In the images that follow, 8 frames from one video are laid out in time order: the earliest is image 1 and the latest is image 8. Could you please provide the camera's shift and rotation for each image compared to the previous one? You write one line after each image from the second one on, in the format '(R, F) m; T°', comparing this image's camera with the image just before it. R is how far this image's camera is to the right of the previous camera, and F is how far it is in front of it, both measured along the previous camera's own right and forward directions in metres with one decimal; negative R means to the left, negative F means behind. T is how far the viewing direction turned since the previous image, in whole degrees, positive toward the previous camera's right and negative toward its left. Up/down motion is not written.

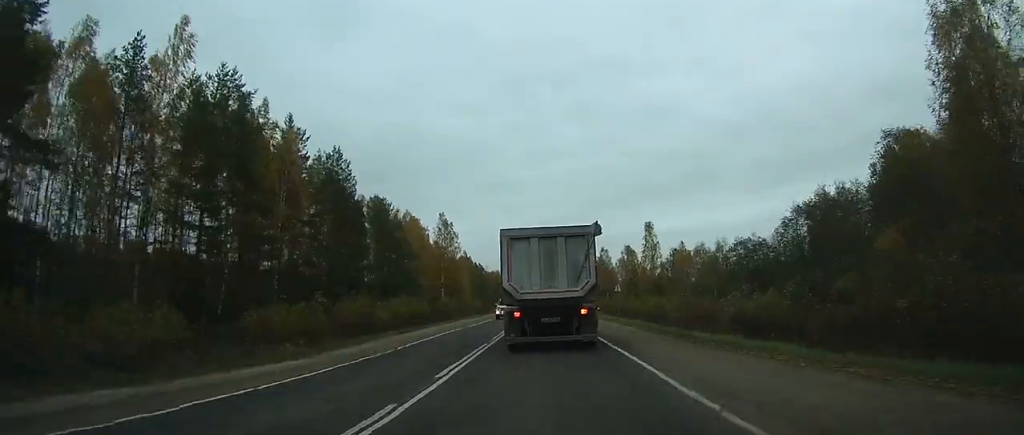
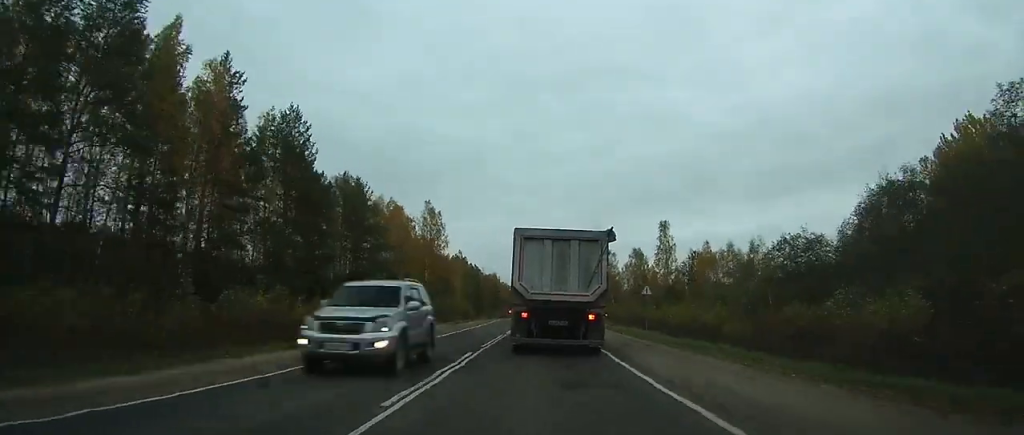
(0.0, +14.8) m; 0°
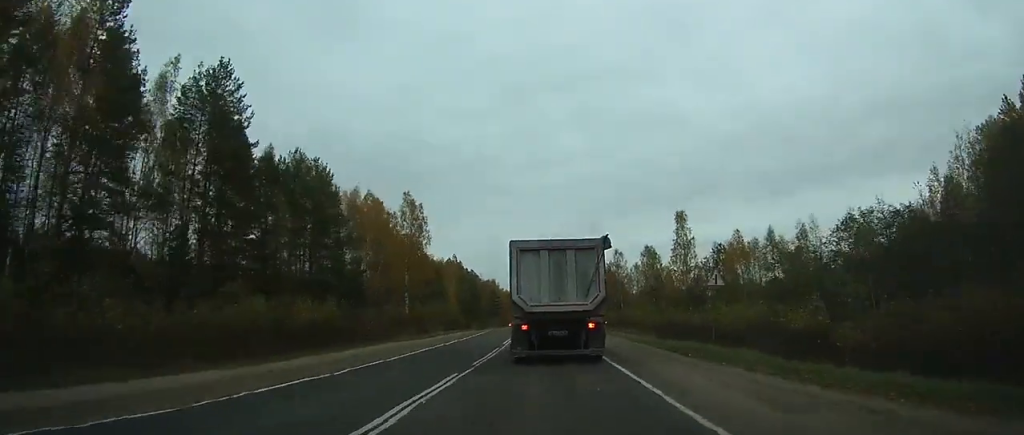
(0.0, +14.4) m; 0°
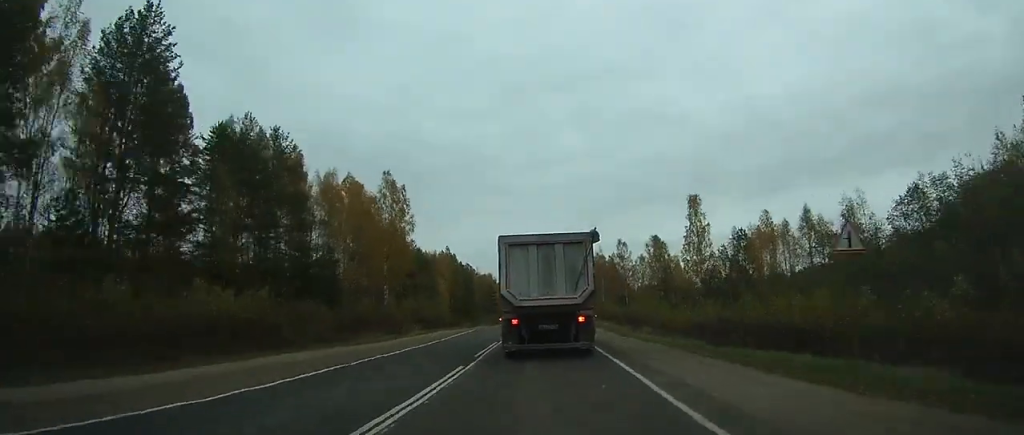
(0.0, +10.0) m; 0°
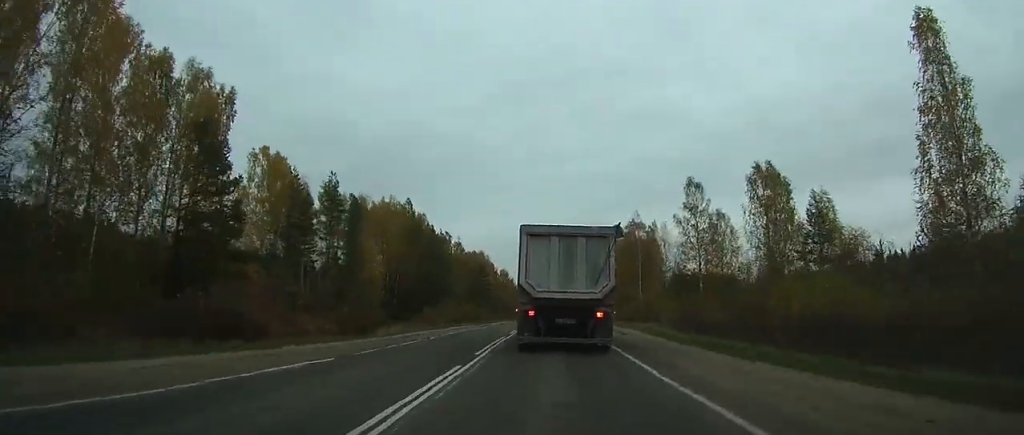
(-0.1, +62.8) m; 0°
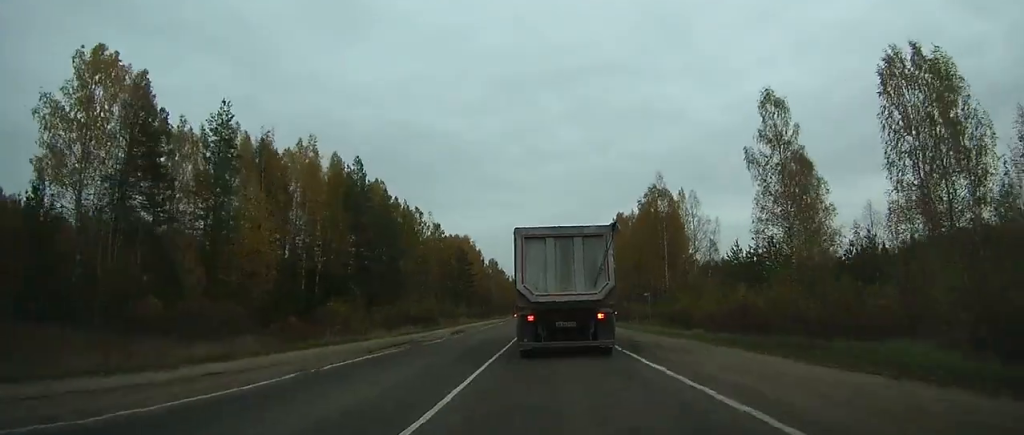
(+0.1, +31.2) m; 0°
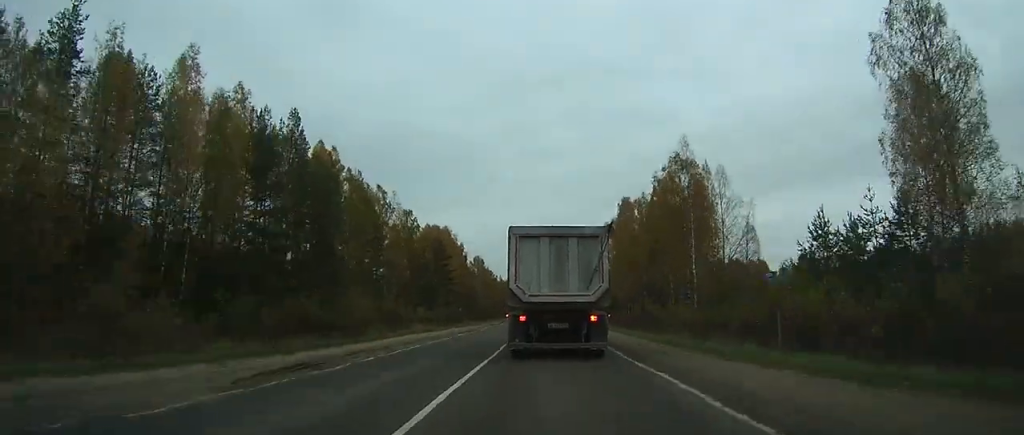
(+0.1, +21.8) m; 0°
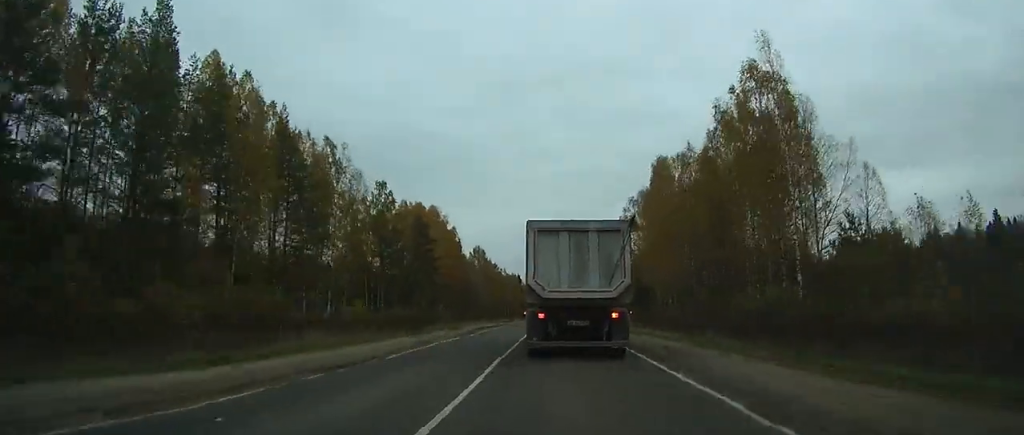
(-0.1, +27.1) m; 0°
